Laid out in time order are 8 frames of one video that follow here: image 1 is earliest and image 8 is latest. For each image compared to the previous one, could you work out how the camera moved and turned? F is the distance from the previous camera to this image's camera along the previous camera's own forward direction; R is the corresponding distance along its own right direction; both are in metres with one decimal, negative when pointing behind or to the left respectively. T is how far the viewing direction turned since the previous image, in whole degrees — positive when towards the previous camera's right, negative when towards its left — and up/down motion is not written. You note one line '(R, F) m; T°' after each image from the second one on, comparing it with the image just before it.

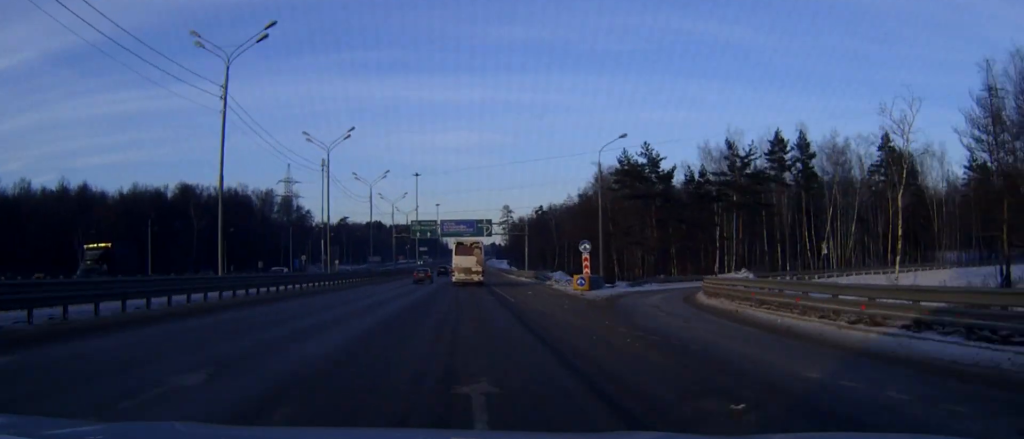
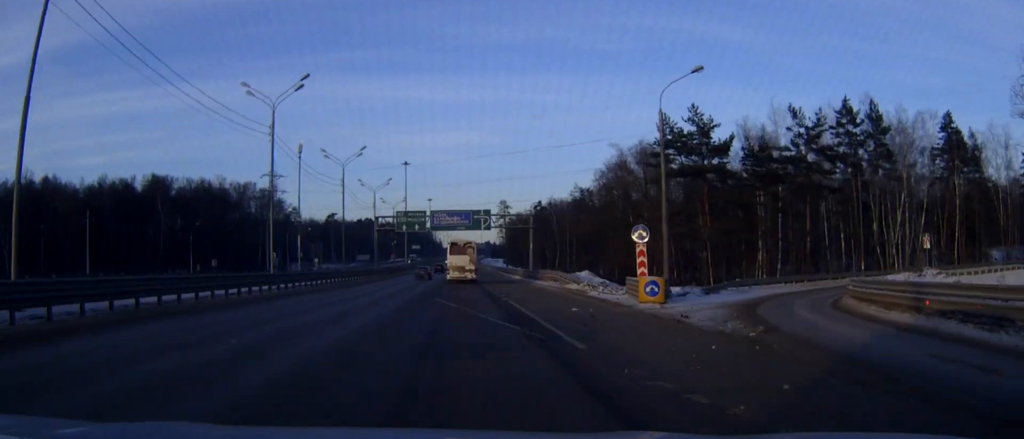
(+0.1, +19.2) m; 0°
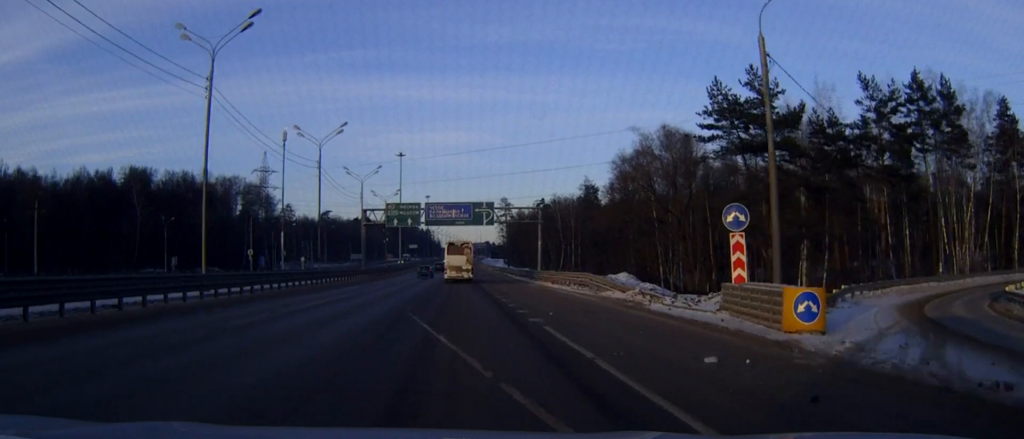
(0.0, +13.5) m; 0°
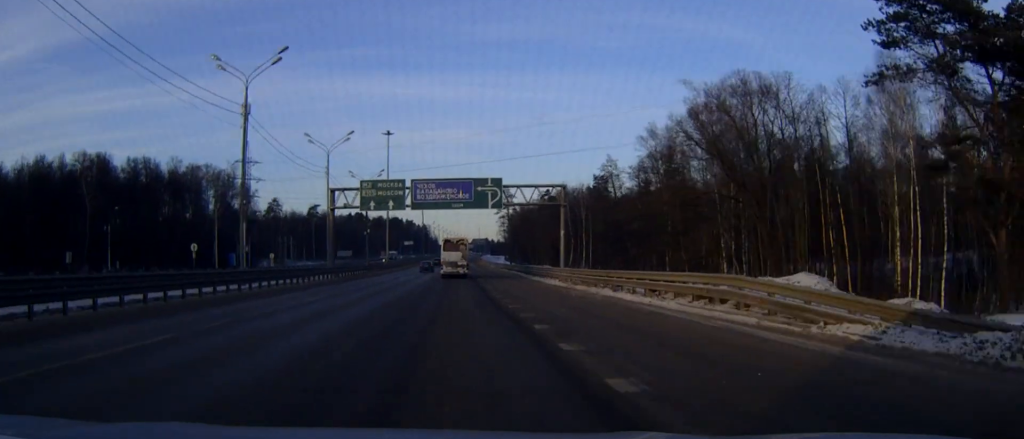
(0.0, +23.7) m; 0°
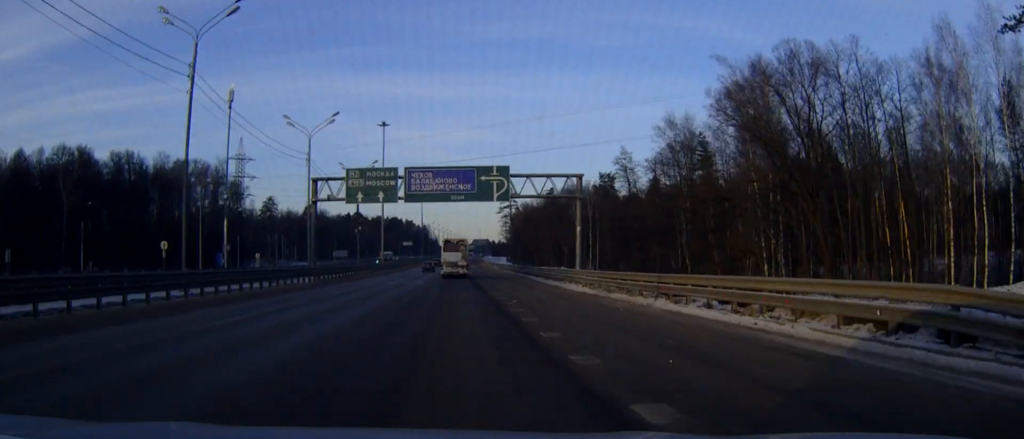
(0.0, +9.8) m; 0°
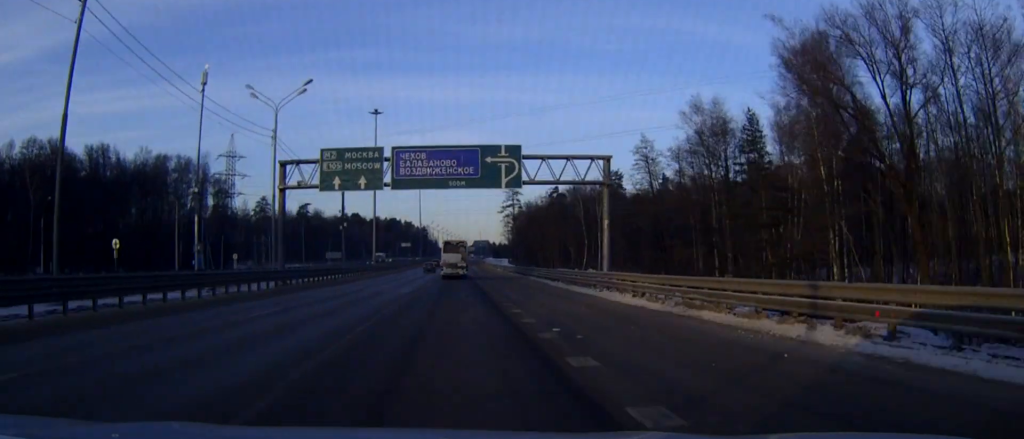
(0.0, +12.3) m; 0°
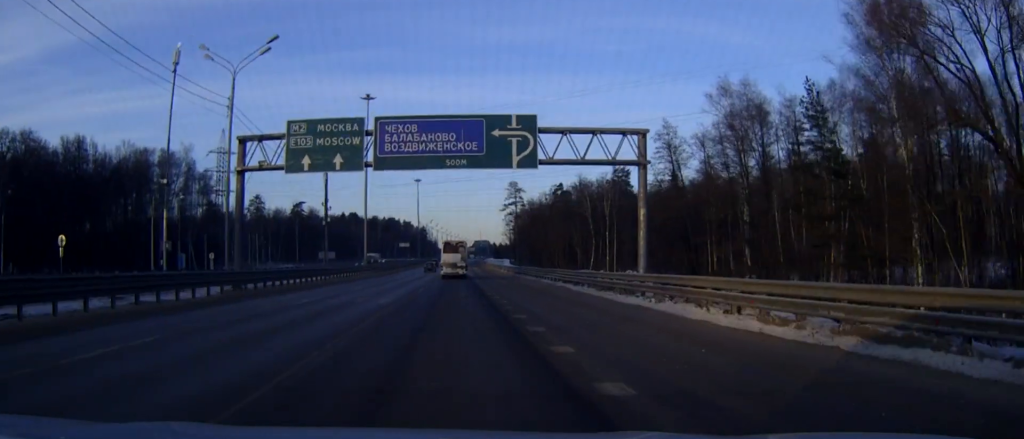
(0.0, +10.5) m; 0°
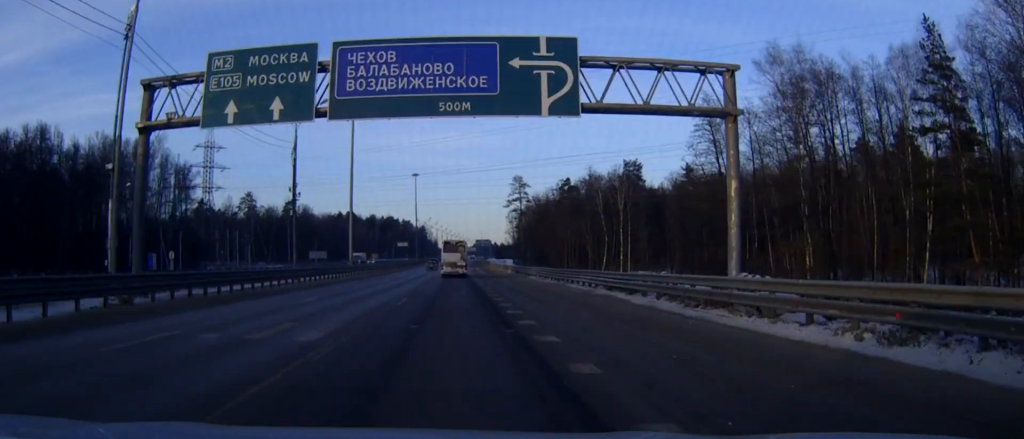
(0.0, +14.6) m; 0°
